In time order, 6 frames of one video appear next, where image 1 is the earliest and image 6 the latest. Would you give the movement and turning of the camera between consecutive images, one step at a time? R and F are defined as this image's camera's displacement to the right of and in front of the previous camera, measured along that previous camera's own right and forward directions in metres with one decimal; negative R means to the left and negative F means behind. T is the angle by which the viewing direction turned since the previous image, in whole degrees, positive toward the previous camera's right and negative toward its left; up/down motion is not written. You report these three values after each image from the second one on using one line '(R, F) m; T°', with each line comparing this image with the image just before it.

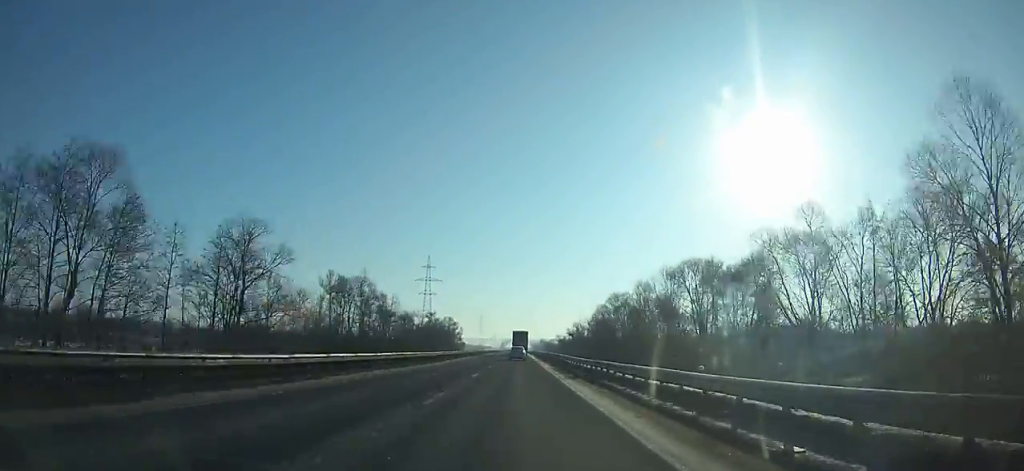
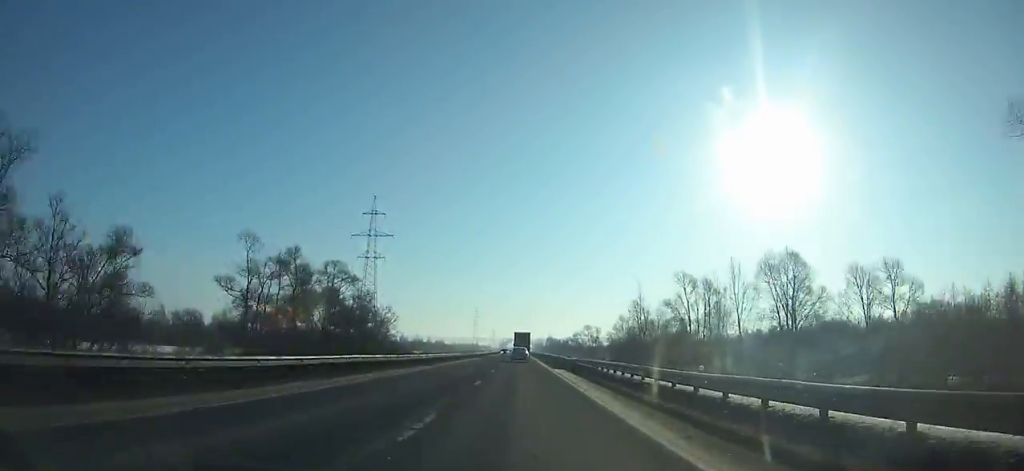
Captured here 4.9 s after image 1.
(-0.1, +111.9) m; 0°
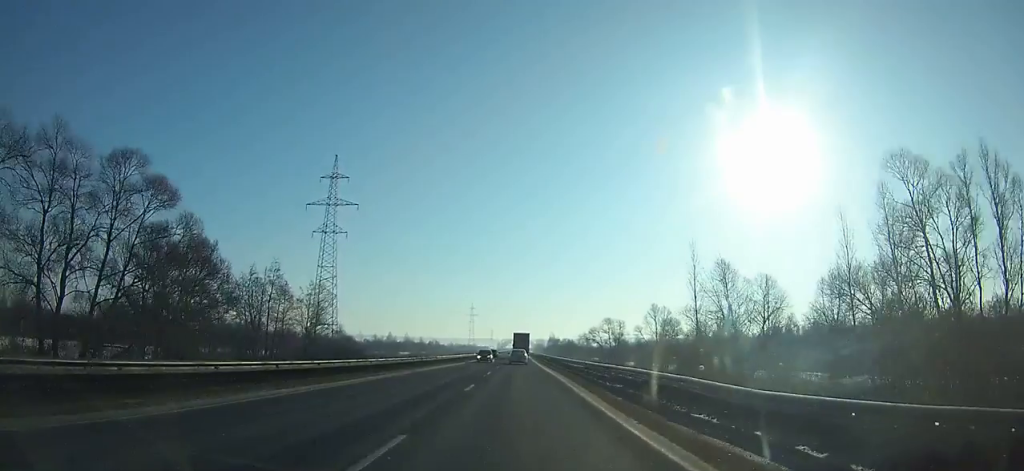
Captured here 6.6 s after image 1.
(0.0, +37.9) m; 0°
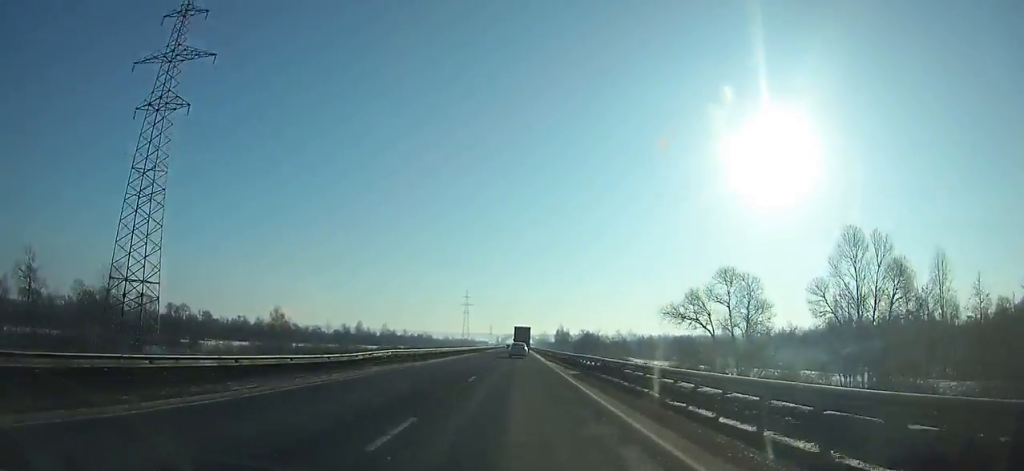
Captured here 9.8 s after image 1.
(-0.1, +70.8) m; 0°
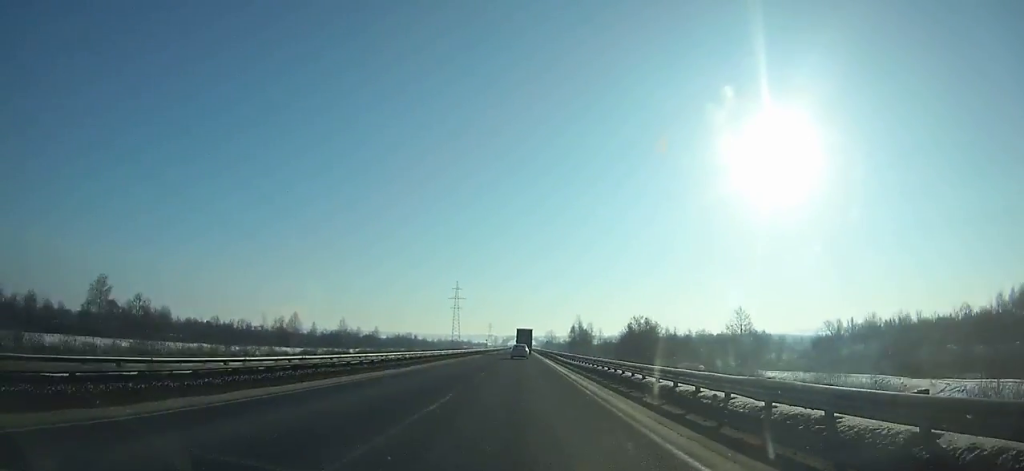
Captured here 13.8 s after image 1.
(-0.1, +87.7) m; 0°
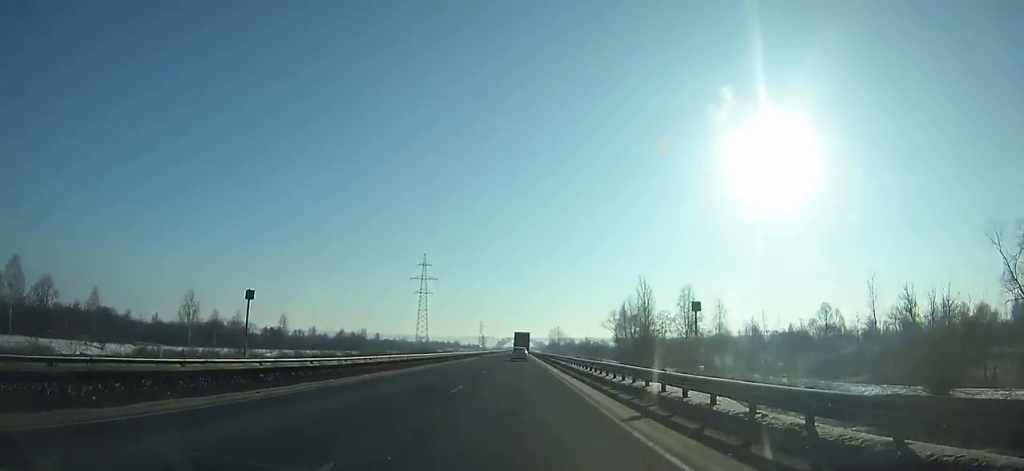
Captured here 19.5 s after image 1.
(+0.1, +125.6) m; 0°
